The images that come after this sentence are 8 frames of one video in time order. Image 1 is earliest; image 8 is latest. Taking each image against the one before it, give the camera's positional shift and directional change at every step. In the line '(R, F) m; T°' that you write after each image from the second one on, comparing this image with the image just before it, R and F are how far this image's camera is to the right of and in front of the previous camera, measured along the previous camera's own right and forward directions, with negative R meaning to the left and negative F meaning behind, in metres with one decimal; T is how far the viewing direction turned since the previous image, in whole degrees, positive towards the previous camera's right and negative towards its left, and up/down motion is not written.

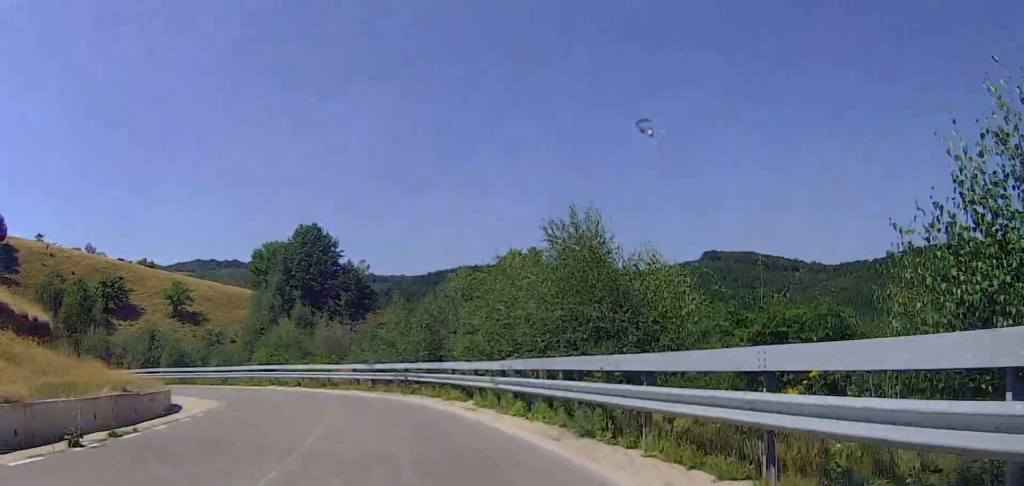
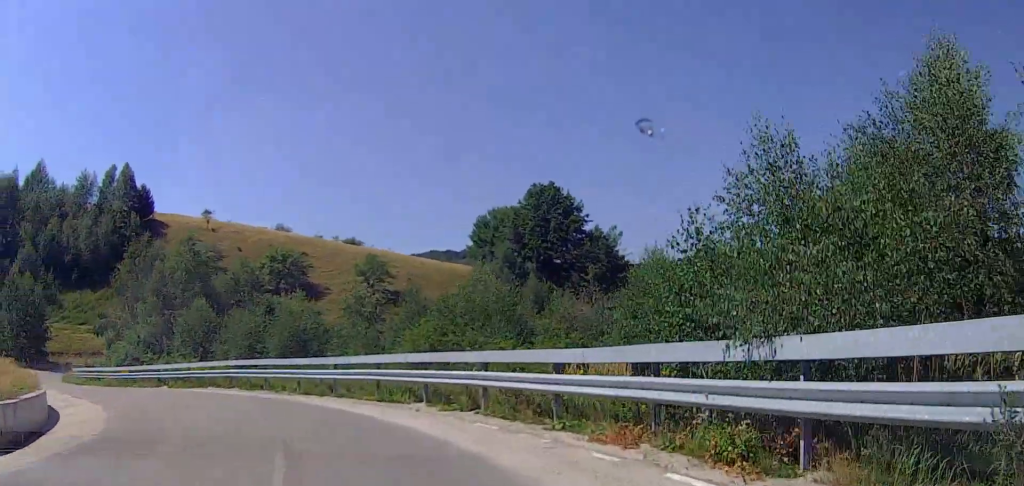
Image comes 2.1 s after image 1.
(-4.4, +26.5) m; -21°
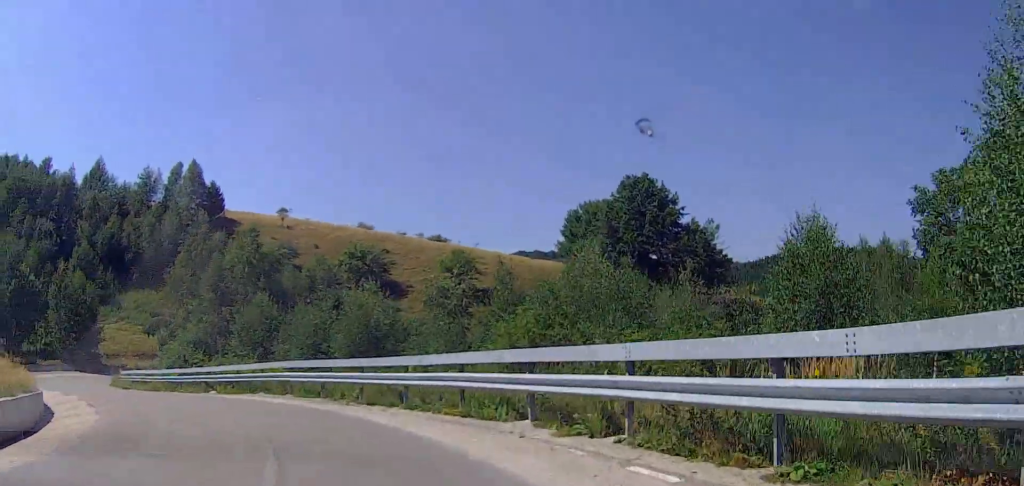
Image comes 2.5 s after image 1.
(-0.6, +5.2) m; -6°
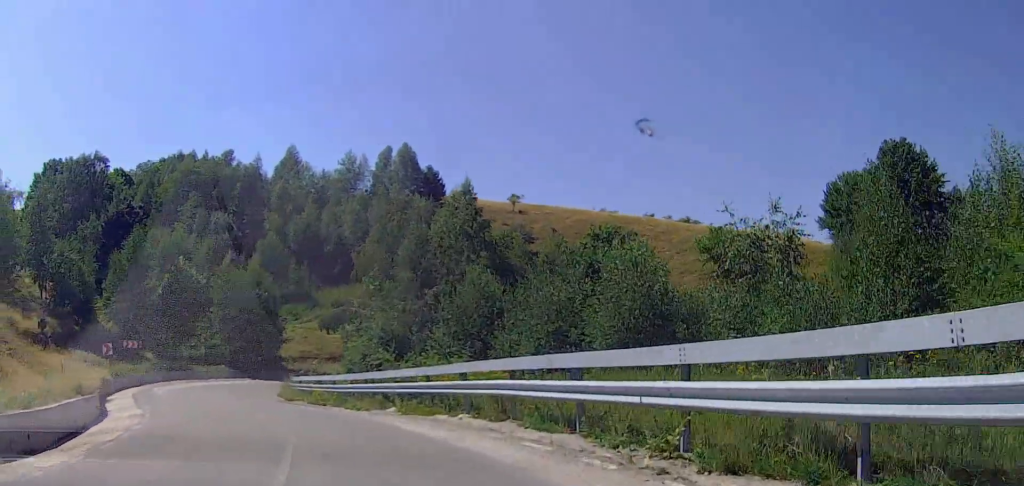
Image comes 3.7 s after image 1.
(-1.6, +12.1) m; -19°
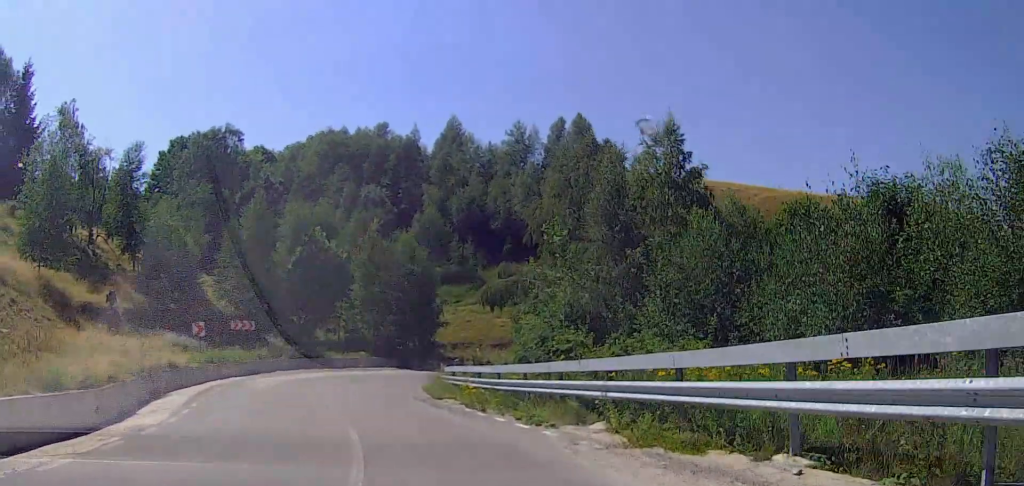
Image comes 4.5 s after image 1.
(-1.3, +8.6) m; -12°
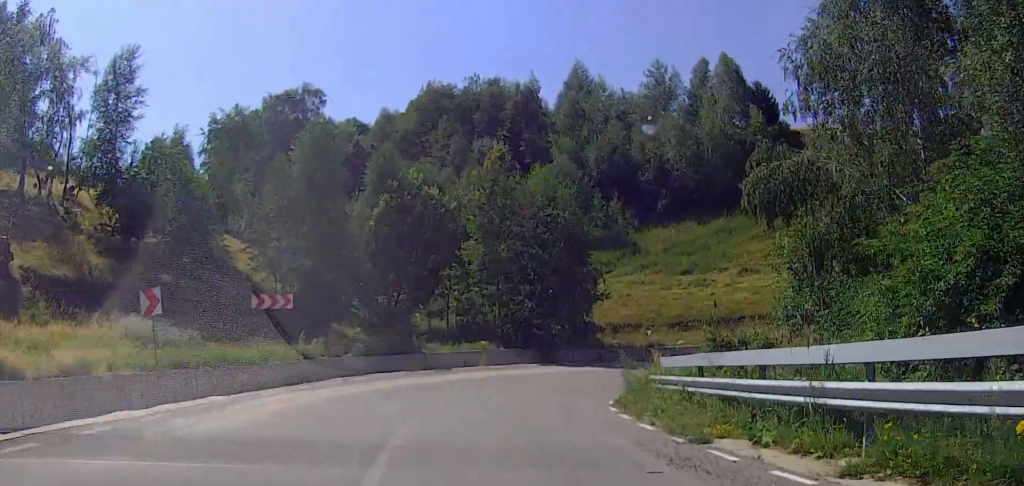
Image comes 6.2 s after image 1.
(-0.6, +16.8) m; -4°
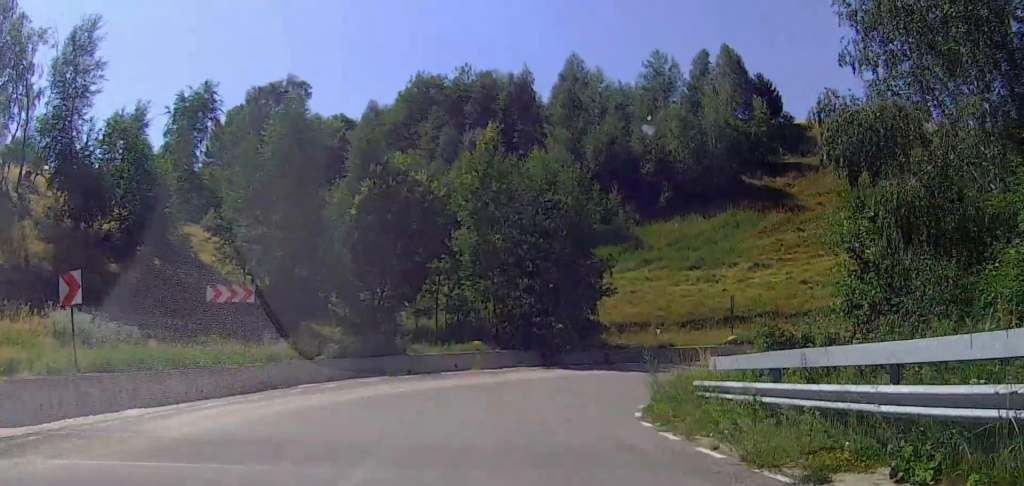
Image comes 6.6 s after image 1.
(-0.5, +3.5) m; -4°
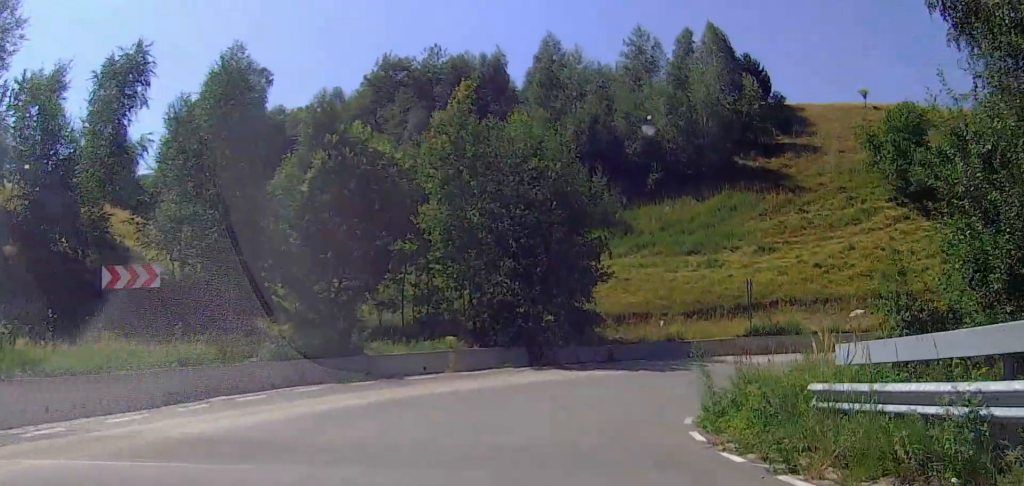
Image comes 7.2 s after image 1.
(-0.4, +5.2) m; -3°
